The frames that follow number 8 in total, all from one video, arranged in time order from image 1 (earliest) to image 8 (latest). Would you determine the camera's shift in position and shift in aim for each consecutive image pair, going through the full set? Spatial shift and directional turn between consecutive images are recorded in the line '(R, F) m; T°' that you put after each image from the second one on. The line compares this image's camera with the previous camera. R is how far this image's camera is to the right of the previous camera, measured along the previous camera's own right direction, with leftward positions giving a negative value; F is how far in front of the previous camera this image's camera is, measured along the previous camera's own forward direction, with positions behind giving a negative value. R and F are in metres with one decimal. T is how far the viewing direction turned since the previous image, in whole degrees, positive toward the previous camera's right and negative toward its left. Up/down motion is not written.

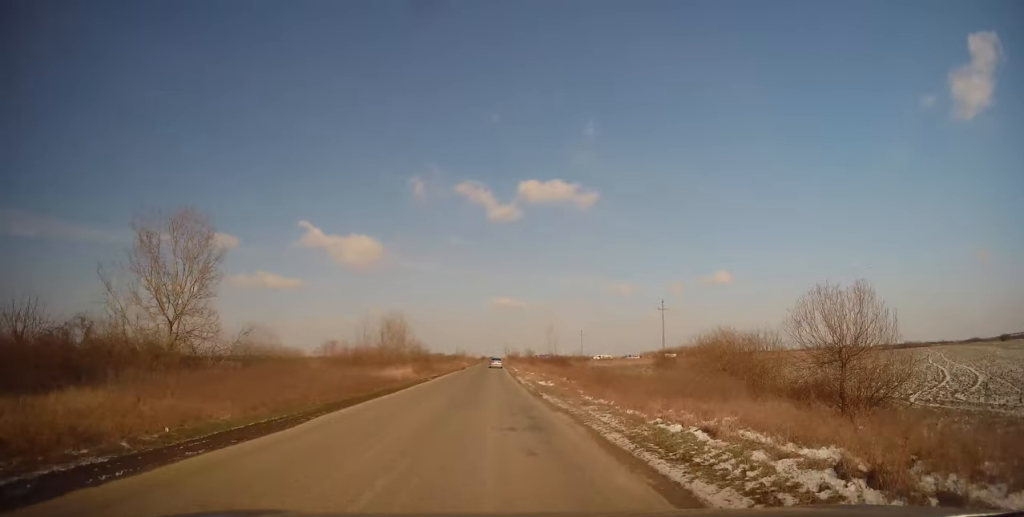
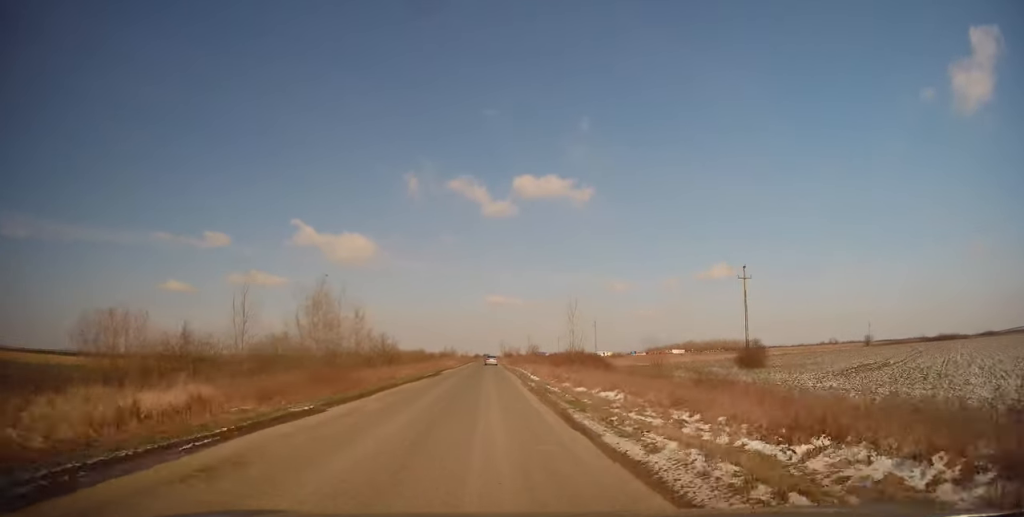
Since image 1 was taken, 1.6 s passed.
(+0.5, +30.6) m; +1°
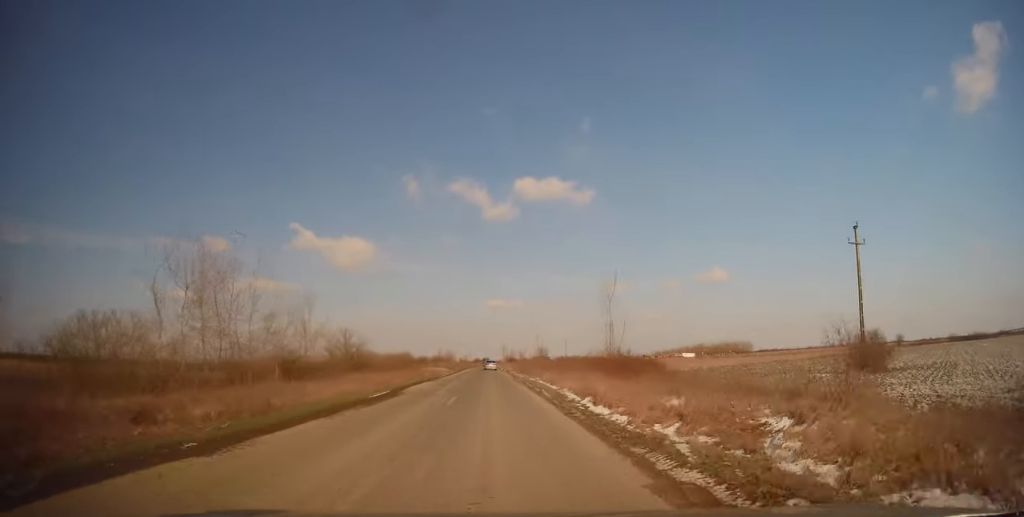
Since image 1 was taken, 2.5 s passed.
(-0.1, +19.1) m; 0°
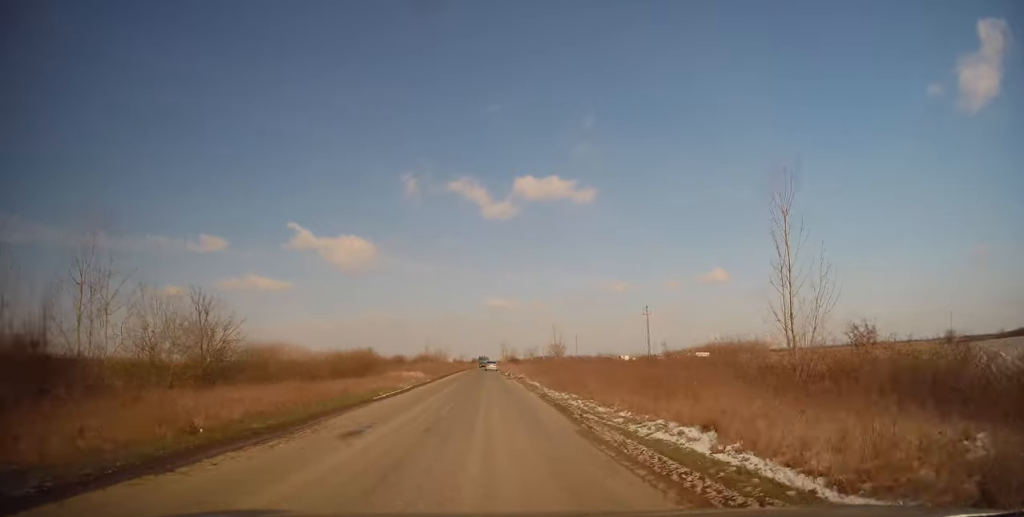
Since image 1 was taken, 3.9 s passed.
(+0.1, +27.1) m; 0°
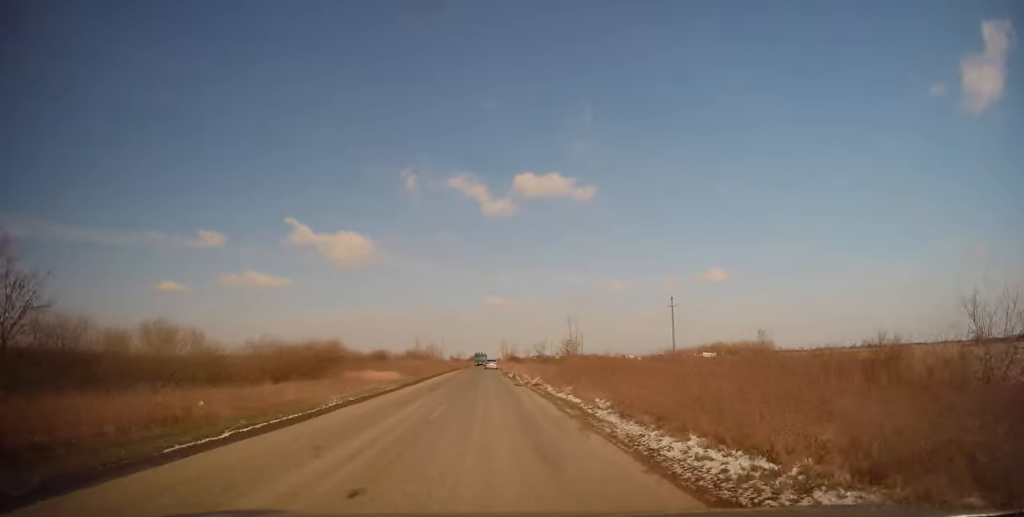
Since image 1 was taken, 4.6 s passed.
(0.0, +13.4) m; 0°
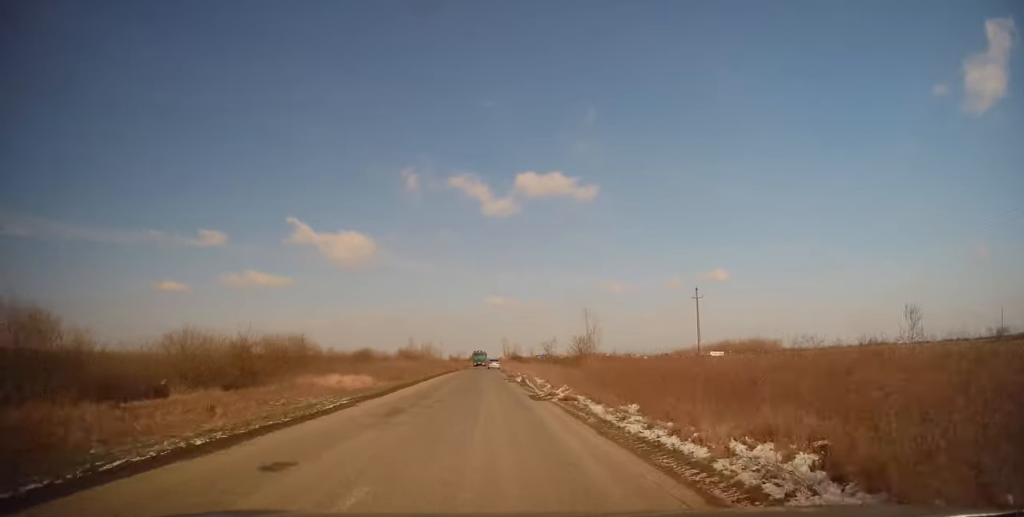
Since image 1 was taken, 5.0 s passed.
(-0.1, +9.4) m; 0°
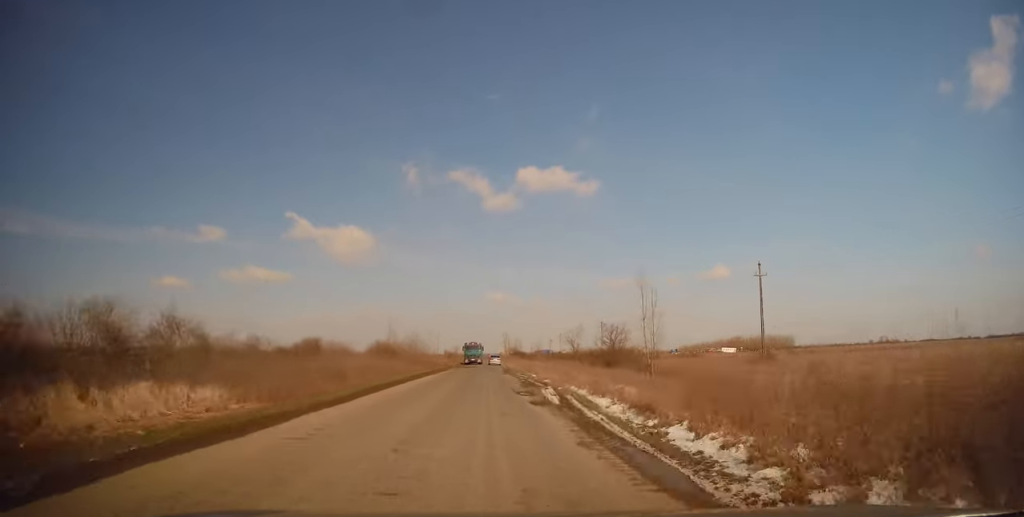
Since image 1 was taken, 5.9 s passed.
(-0.1, +17.3) m; 0°
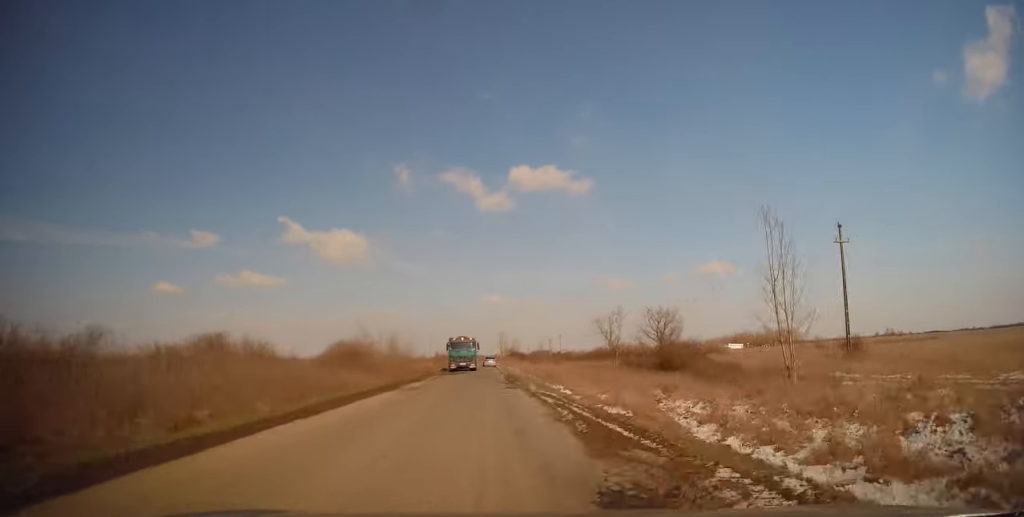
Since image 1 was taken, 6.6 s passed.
(+0.1, +14.5) m; 0°
